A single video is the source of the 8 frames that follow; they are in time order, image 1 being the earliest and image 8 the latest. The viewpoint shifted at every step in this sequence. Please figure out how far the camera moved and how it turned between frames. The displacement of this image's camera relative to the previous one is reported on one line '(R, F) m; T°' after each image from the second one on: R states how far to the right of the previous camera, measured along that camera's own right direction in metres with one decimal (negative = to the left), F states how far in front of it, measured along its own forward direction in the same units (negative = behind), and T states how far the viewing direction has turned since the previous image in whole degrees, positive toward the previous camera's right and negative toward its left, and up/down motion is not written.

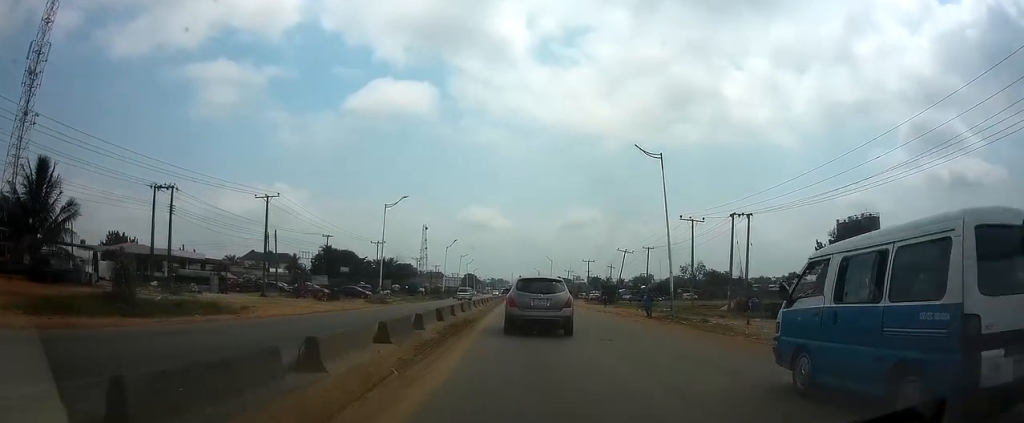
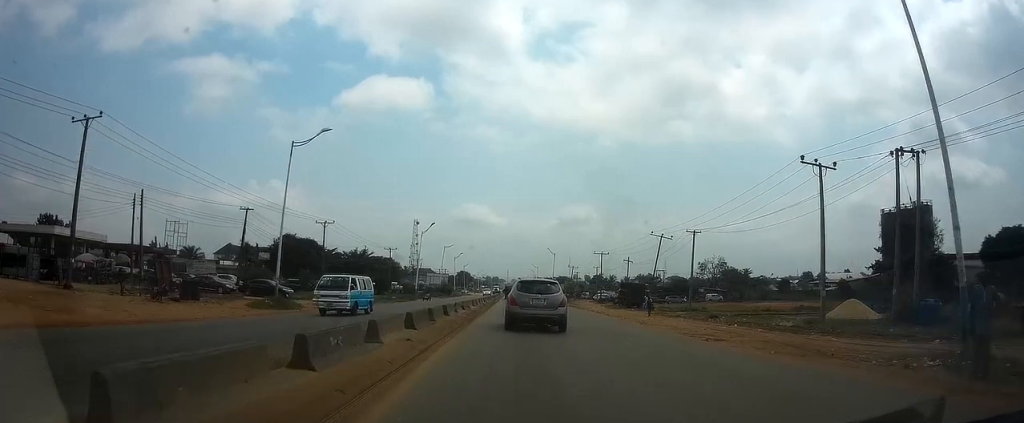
(0.0, +26.1) m; 0°
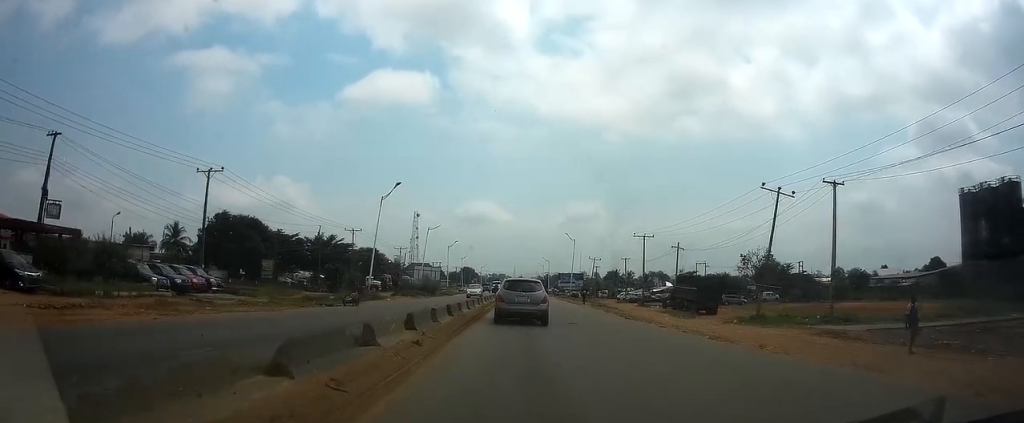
(+0.1, +29.8) m; 0°
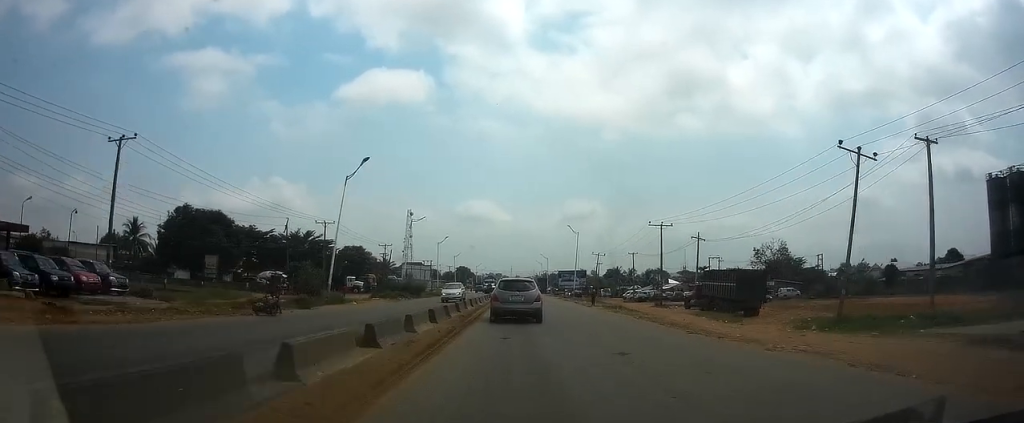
(0.0, +11.0) m; 0°
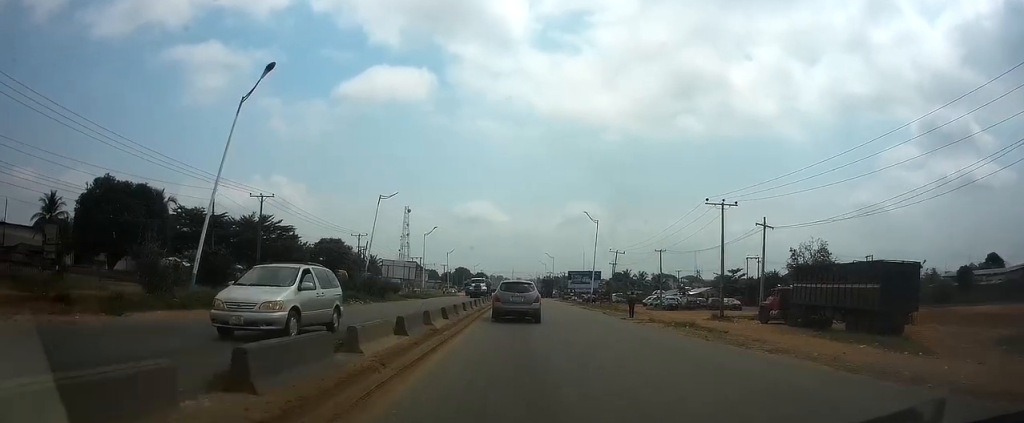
(0.0, +19.2) m; 0°
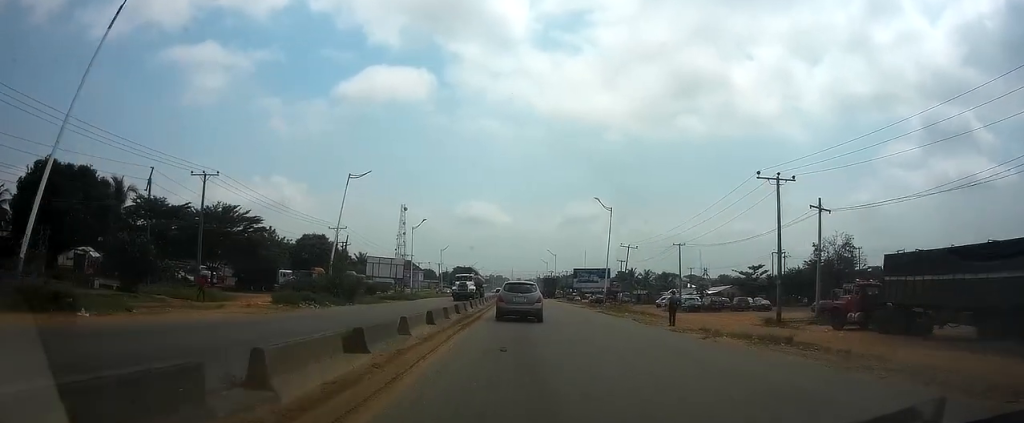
(0.0, +10.7) m; 0°
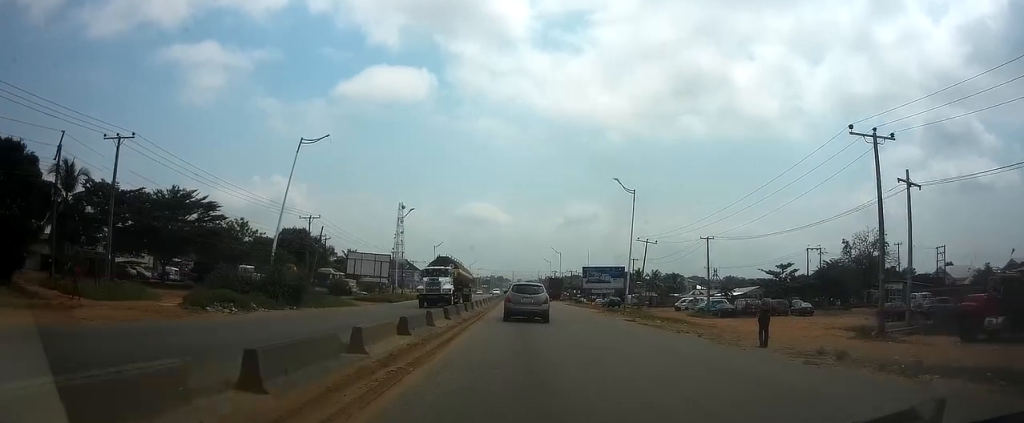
(0.0, +11.5) m; 0°
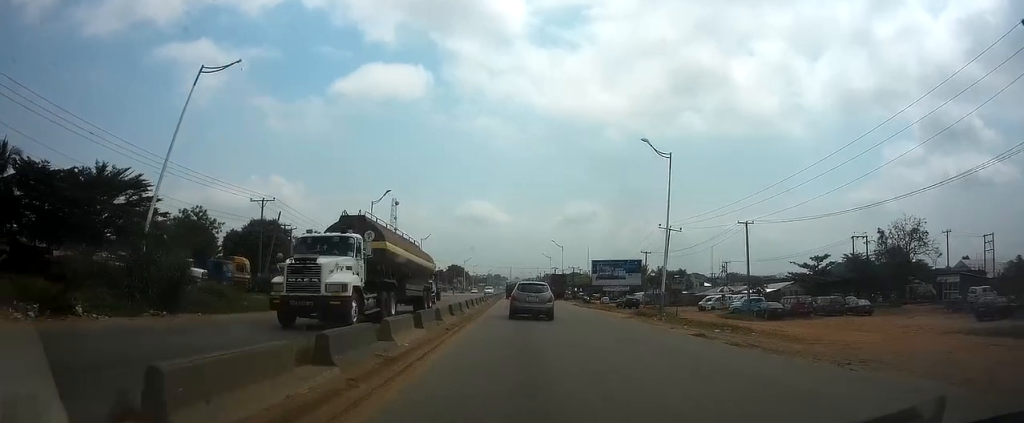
(0.0, +12.3) m; 0°
